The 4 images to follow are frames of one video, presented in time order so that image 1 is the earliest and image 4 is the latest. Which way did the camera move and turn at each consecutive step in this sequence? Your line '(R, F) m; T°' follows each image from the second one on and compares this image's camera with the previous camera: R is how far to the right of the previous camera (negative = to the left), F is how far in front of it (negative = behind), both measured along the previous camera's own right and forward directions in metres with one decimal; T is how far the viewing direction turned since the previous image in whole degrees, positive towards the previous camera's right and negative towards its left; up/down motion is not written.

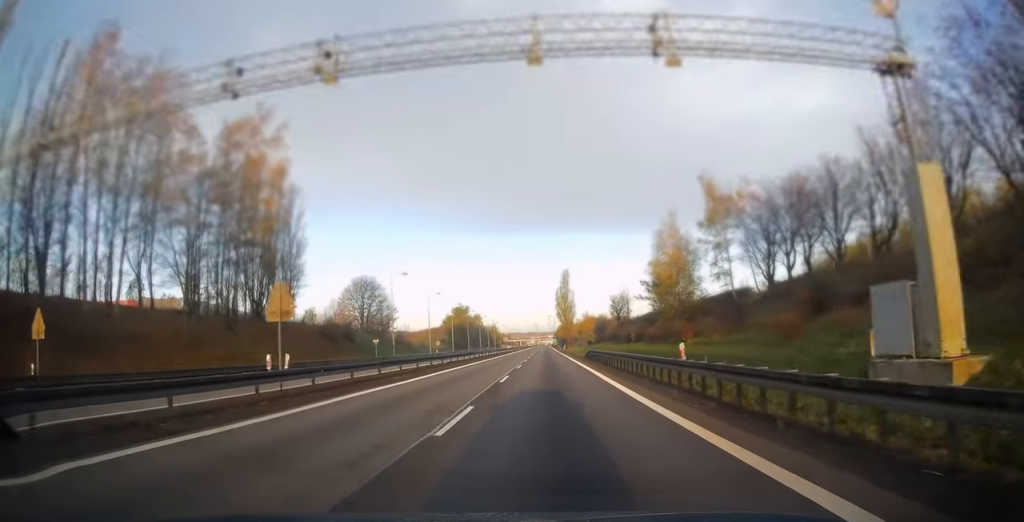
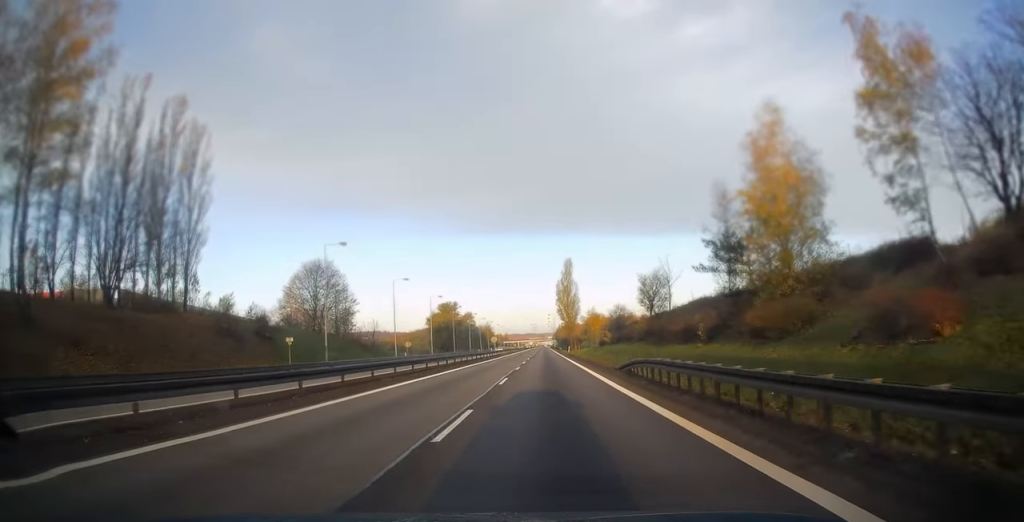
(0.0, +25.2) m; 0°
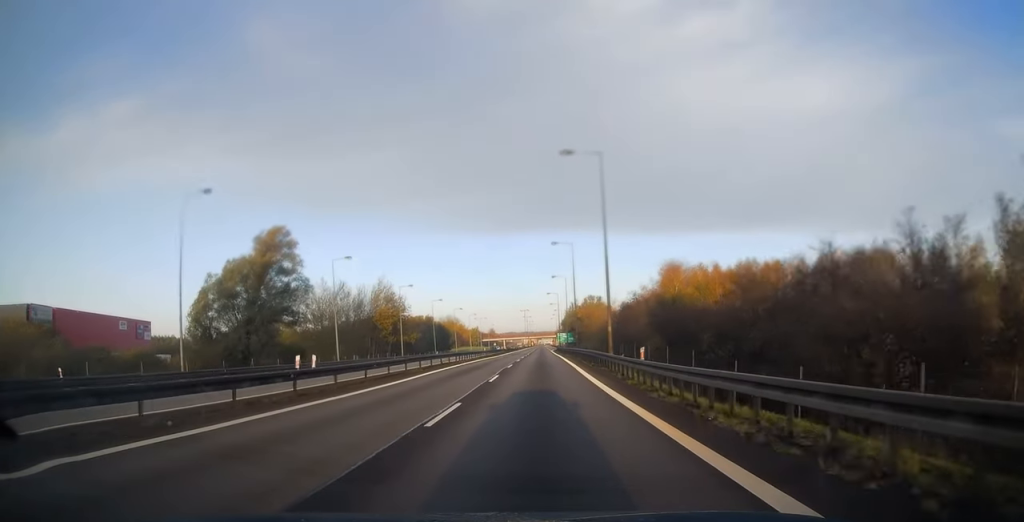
(+1.1, +171.2) m; 0°
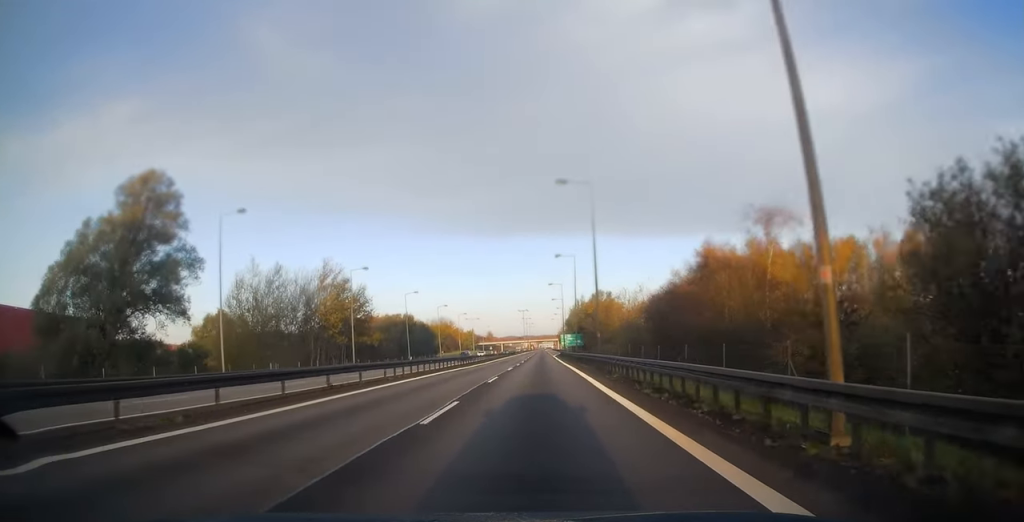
(0.0, +24.6) m; 0°
